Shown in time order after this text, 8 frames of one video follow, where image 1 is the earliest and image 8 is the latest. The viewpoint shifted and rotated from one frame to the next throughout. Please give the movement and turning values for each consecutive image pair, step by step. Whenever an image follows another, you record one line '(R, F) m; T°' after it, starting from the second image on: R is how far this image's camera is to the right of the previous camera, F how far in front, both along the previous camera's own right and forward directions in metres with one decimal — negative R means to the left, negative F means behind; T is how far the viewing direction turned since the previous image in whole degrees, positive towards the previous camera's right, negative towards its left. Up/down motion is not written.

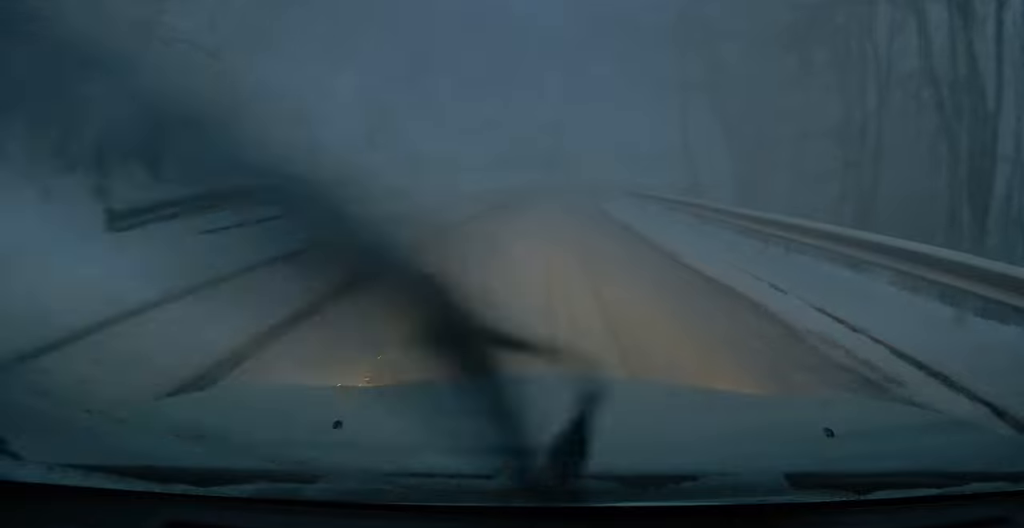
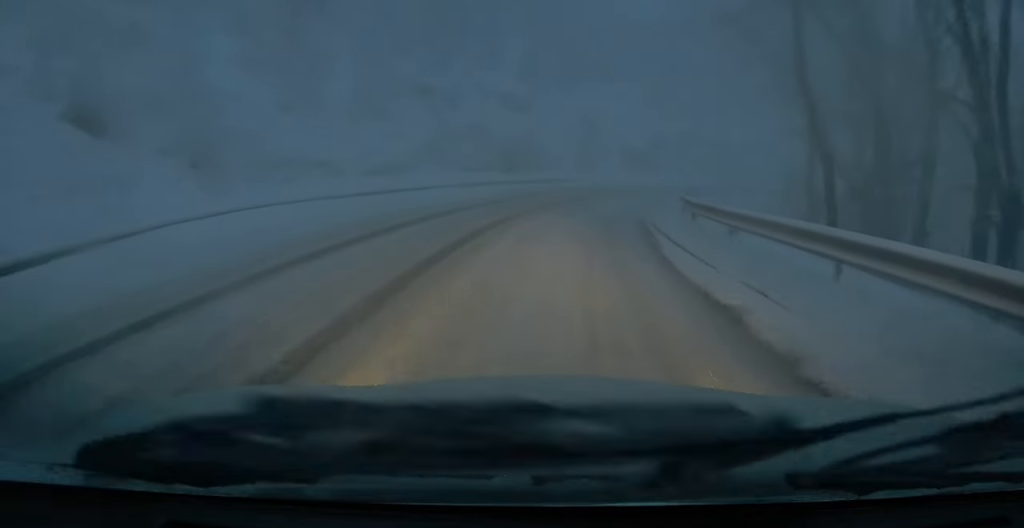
(+0.3, +20.1) m; +4°
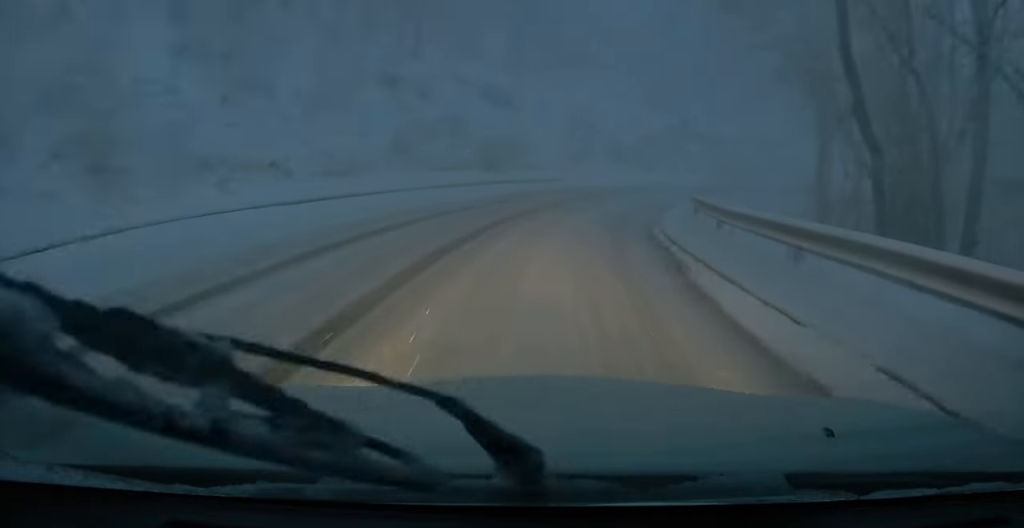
(+0.1, +3.5) m; +1°
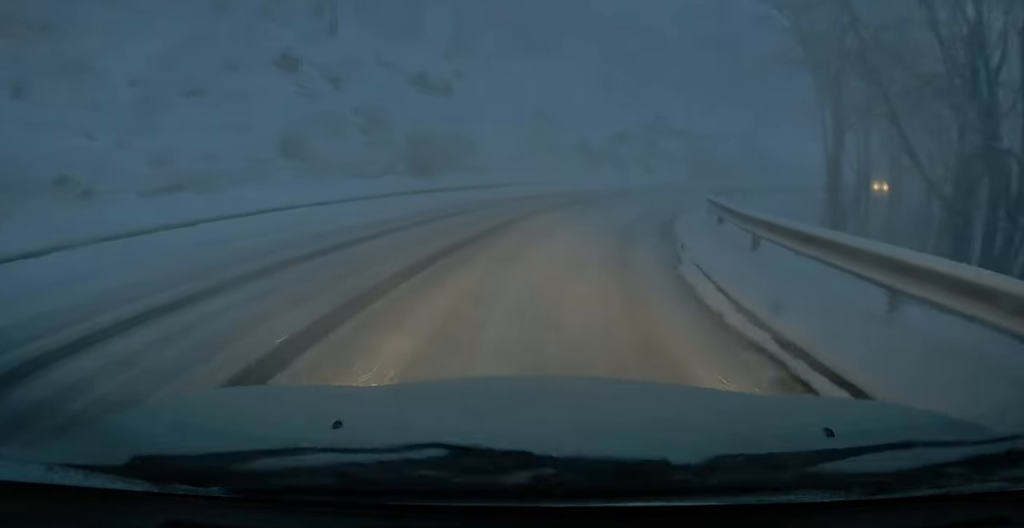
(+0.1, +7.1) m; +1°
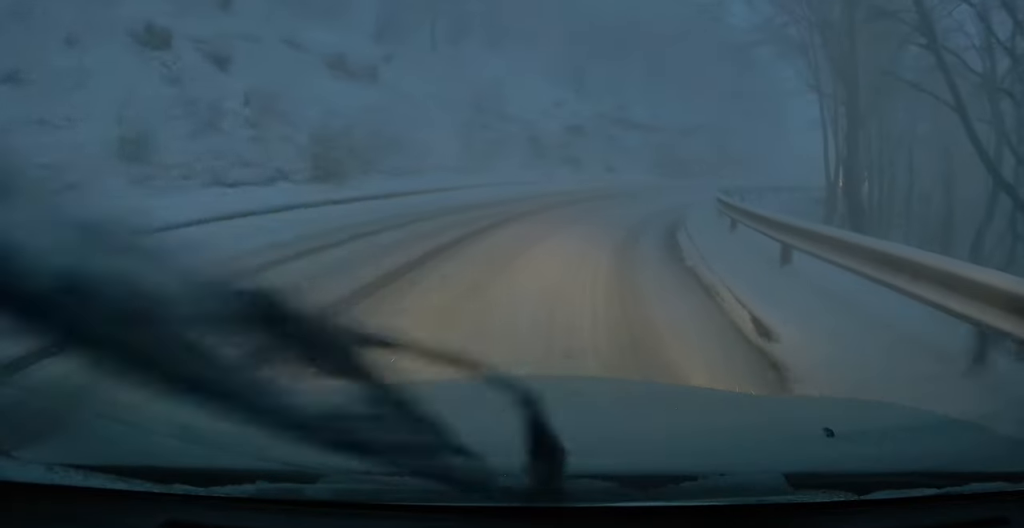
(0.0, +5.2) m; +2°
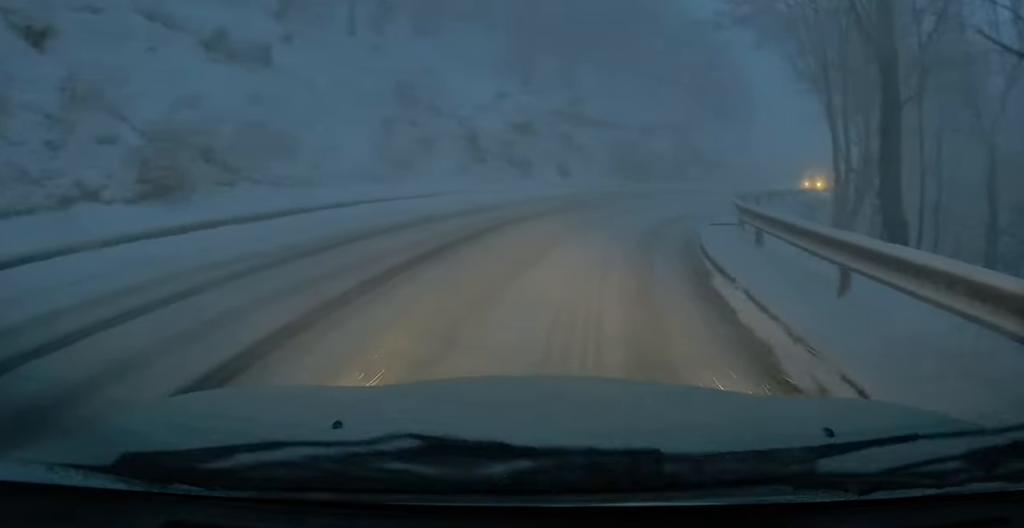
(0.0, +5.0) m; +5°
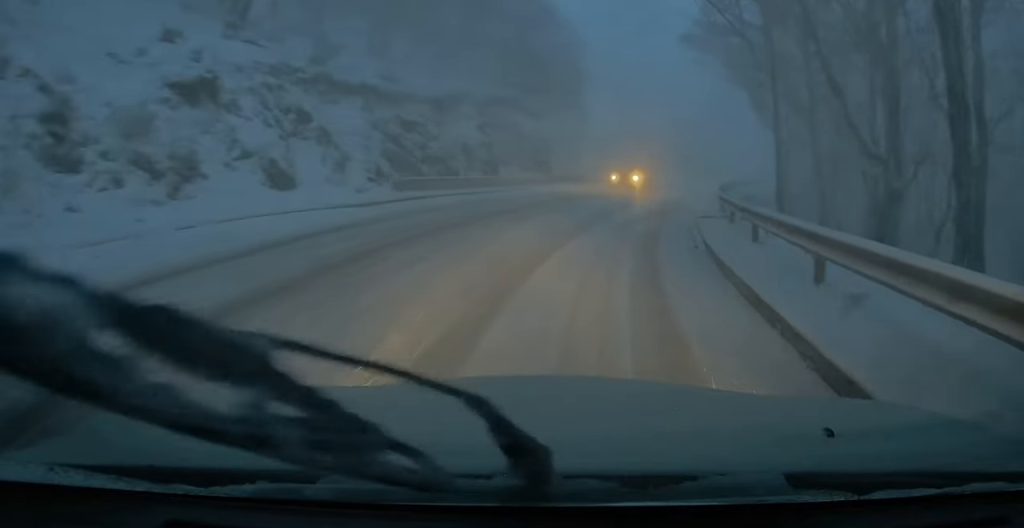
(+2.6, +13.4) m; +20°
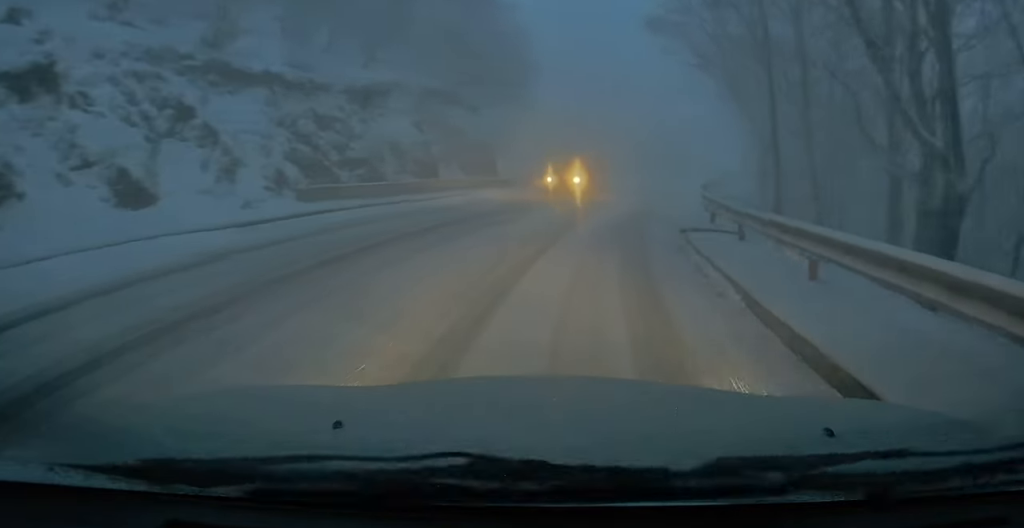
(+0.2, +3.7) m; +5°
